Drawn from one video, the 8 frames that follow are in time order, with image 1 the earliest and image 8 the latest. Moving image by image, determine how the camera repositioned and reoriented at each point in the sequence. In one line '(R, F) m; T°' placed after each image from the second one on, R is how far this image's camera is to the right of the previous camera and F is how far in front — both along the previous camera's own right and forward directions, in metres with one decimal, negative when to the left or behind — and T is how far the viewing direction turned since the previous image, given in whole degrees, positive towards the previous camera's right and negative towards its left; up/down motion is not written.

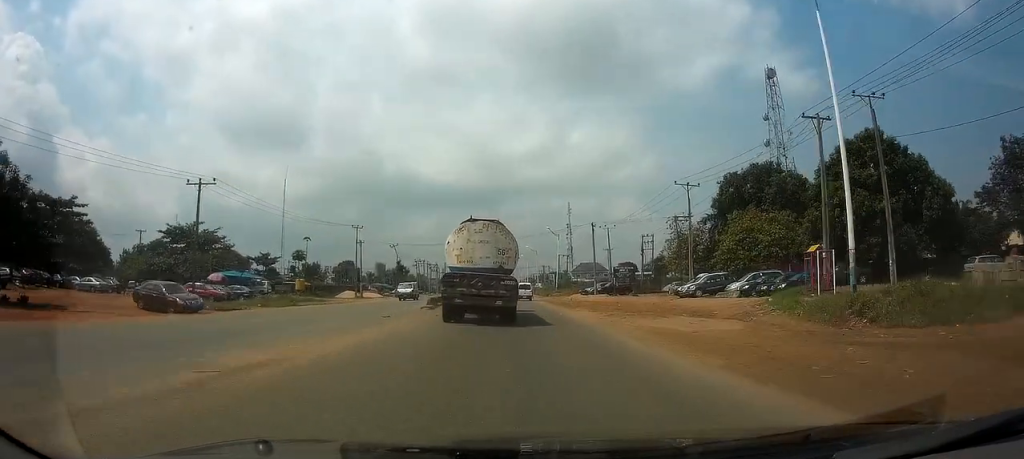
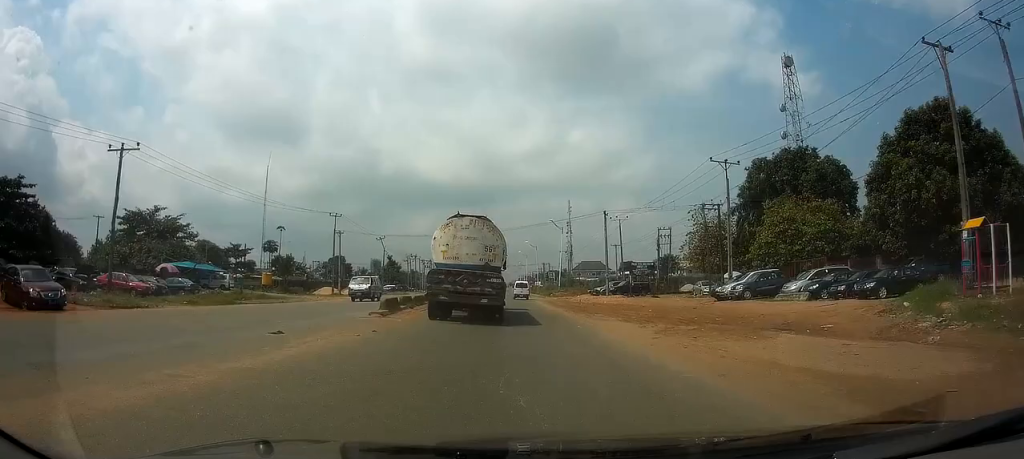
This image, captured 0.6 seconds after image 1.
(0.0, +10.3) m; 0°
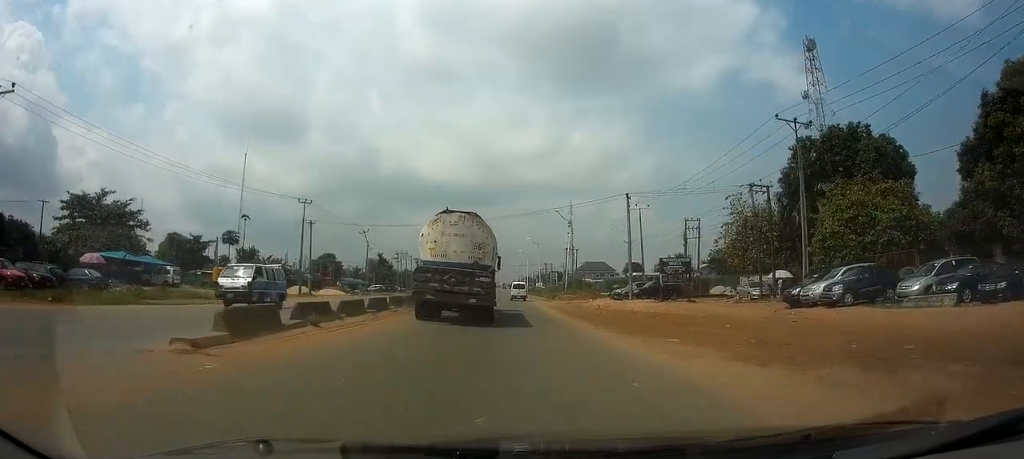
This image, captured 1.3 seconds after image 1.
(0.0, +12.1) m; 0°
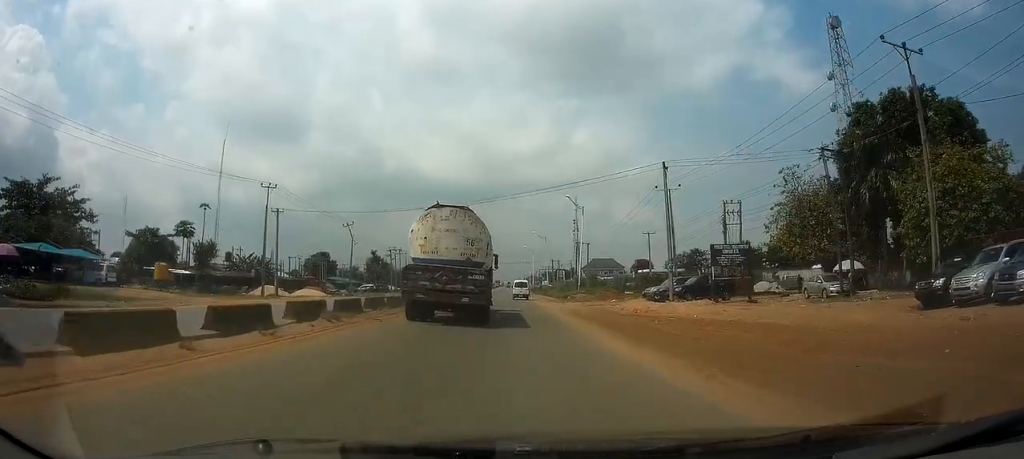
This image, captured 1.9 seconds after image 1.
(0.0, +10.8) m; 0°
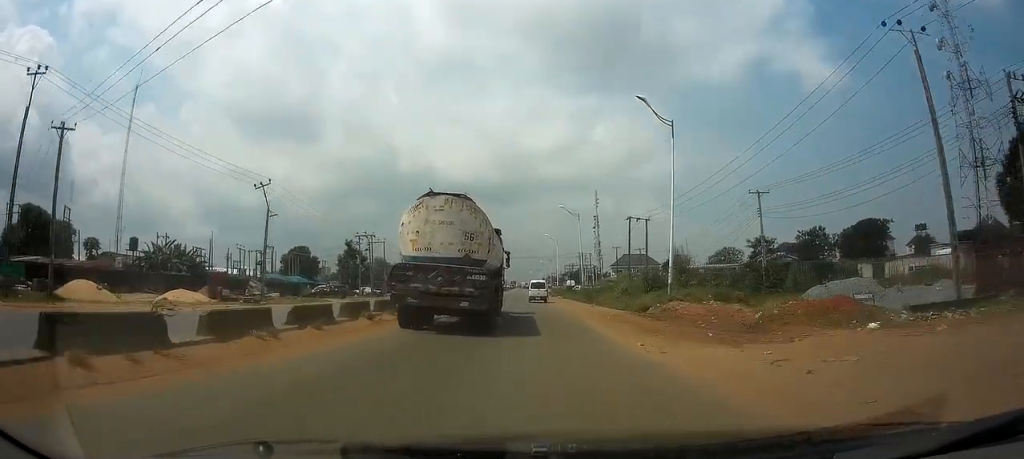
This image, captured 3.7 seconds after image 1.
(-0.4, +33.5) m; -2°
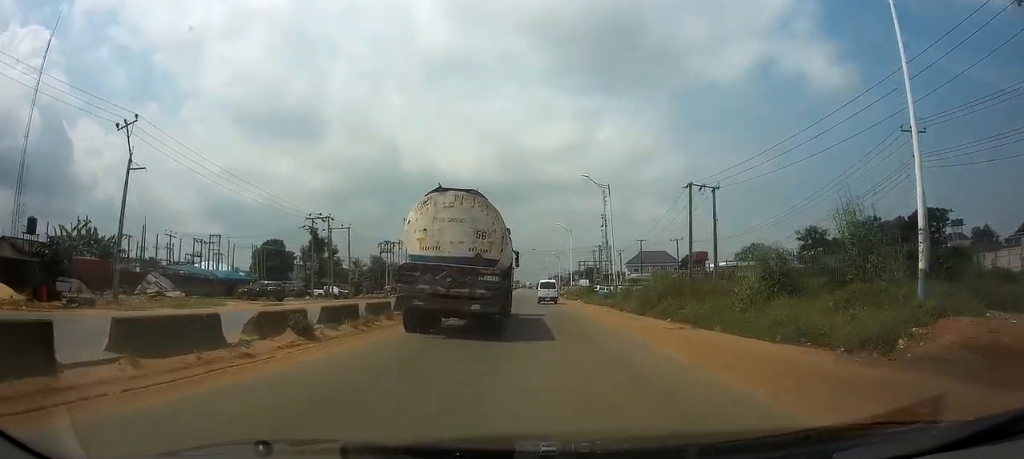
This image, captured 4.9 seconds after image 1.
(-0.1, +20.7) m; 0°
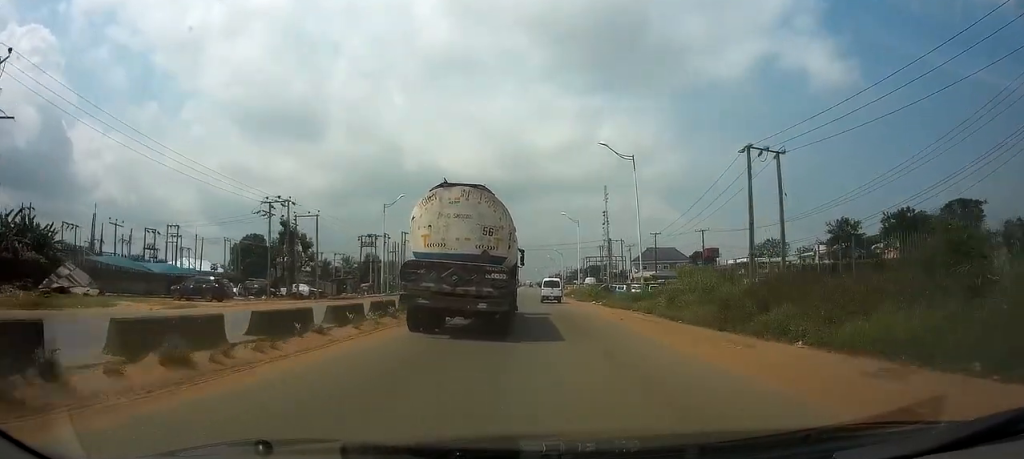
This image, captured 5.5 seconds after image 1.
(+0.1, +11.3) m; 0°
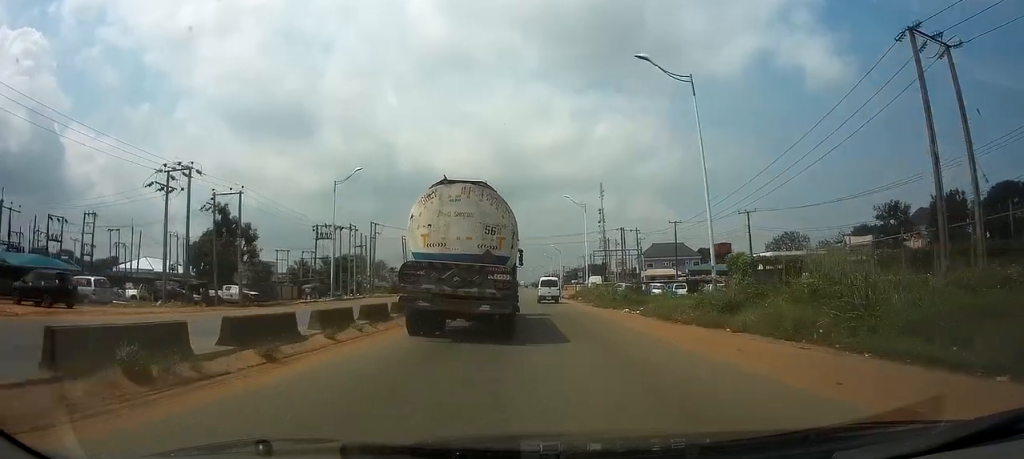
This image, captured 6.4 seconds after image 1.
(-0.1, +15.4) m; 0°
